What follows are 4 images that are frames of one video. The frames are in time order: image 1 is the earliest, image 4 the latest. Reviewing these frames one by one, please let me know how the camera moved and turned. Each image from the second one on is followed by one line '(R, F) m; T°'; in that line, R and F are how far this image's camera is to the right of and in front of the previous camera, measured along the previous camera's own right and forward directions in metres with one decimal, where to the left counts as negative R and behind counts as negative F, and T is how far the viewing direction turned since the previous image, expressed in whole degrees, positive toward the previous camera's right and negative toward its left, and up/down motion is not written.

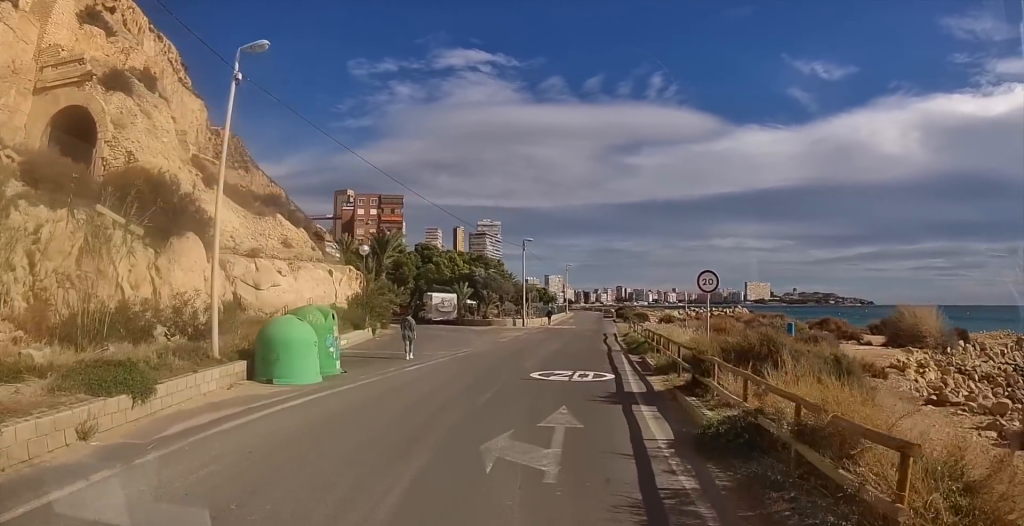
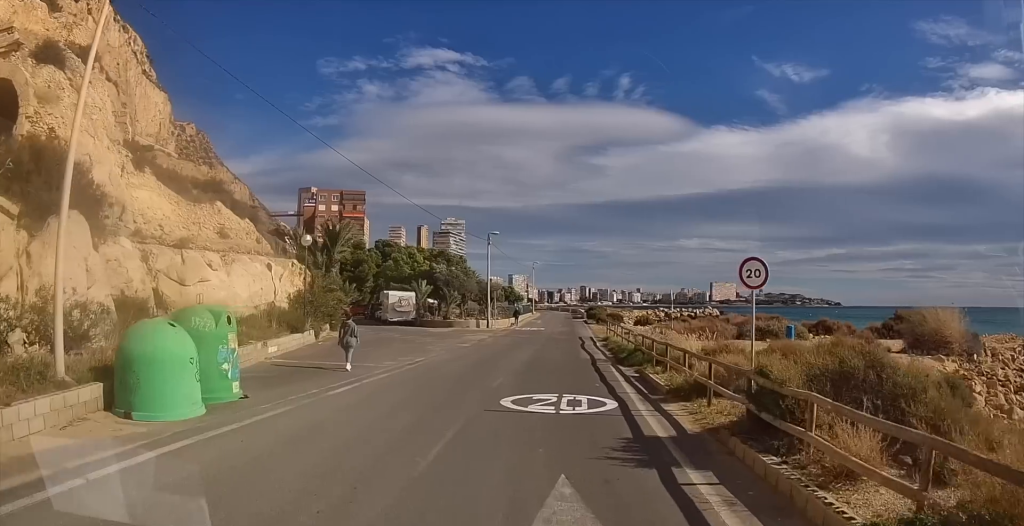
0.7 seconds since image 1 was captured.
(-0.1, +4.9) m; 0°
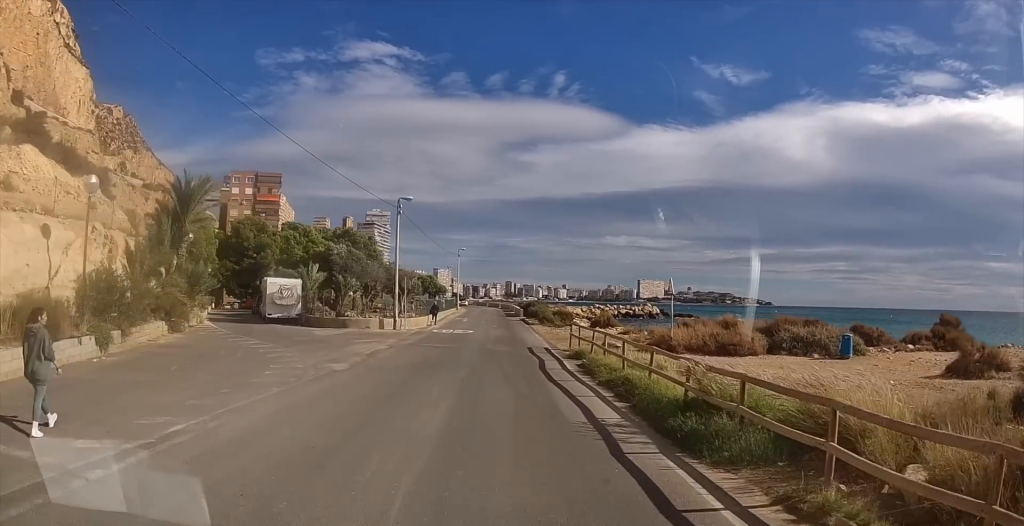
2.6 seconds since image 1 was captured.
(+1.2, +13.0) m; +9°
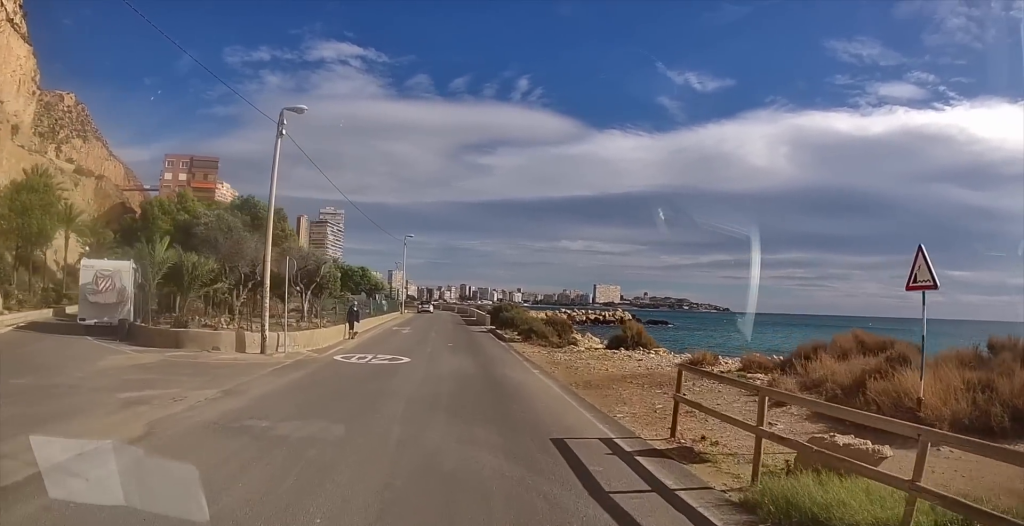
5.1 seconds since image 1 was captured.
(+0.3, +16.5) m; +4°
